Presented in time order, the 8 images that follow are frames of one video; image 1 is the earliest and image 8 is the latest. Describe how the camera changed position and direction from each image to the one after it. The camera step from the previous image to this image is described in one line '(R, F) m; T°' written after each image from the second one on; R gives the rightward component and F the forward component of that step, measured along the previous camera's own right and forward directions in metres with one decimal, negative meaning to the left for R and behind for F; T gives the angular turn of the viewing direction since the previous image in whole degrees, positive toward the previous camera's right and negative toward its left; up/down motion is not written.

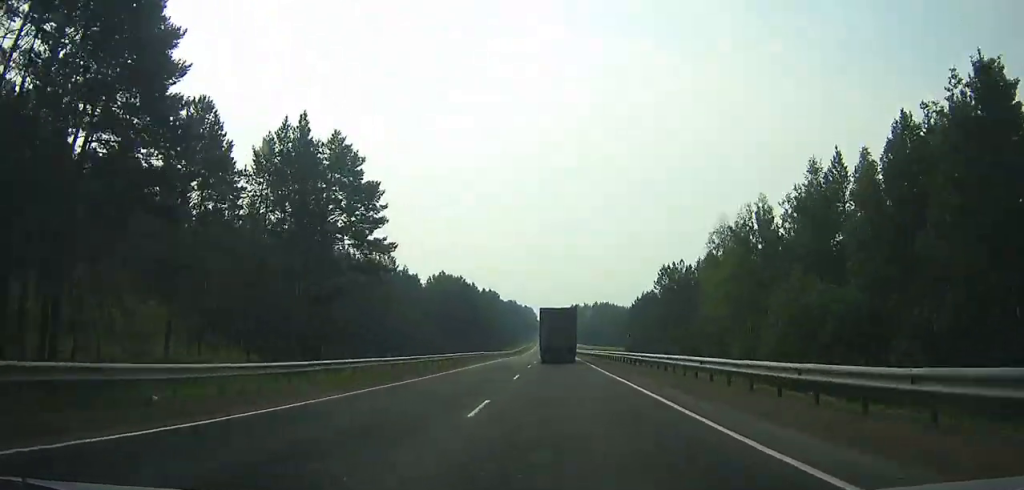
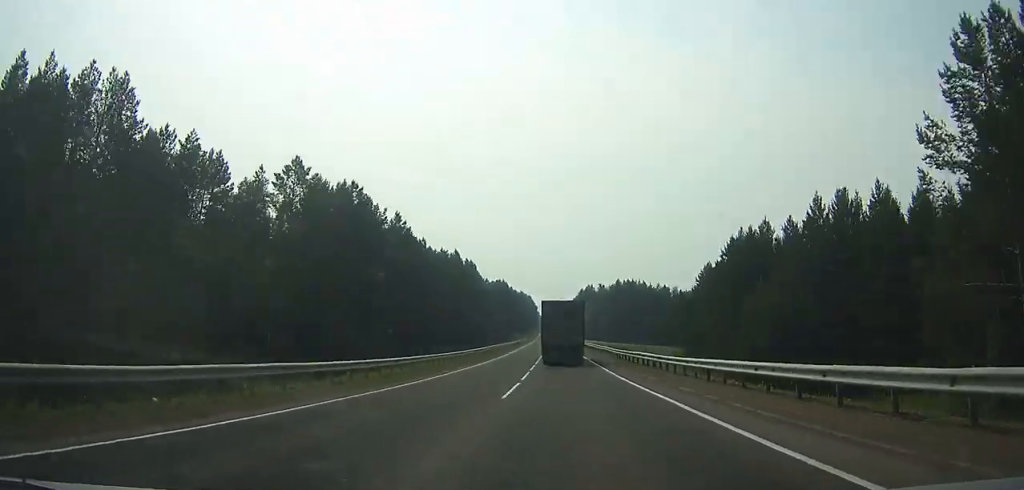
(-0.2, +80.4) m; 0°
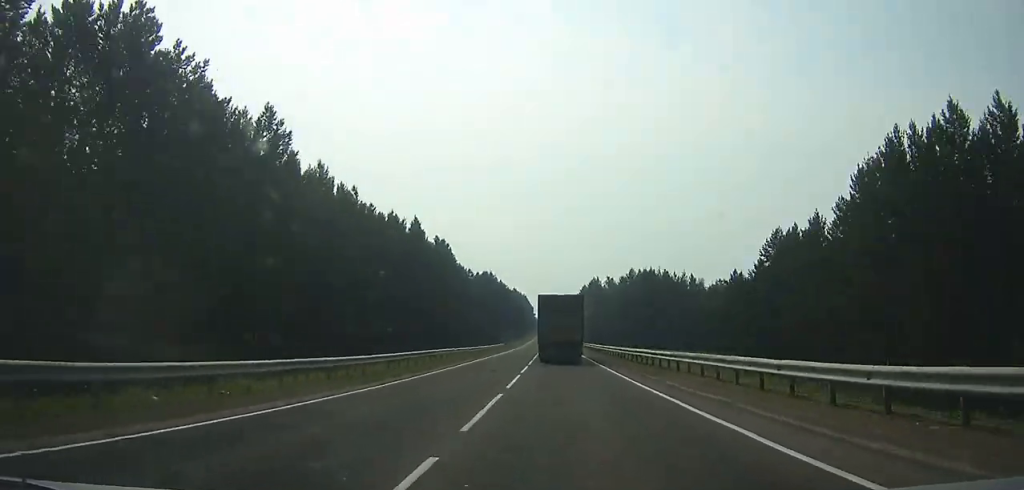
(0.0, +39.1) m; 0°
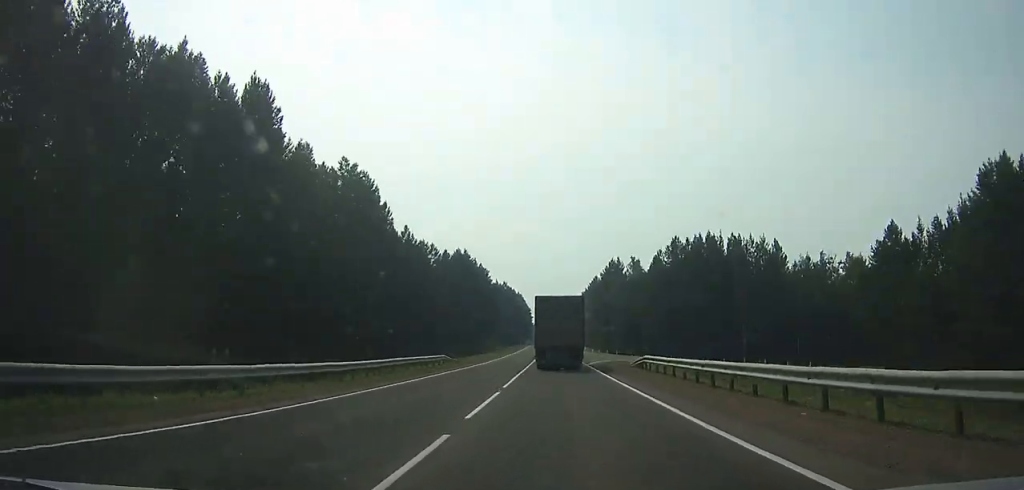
(+0.1, +56.1) m; 0°
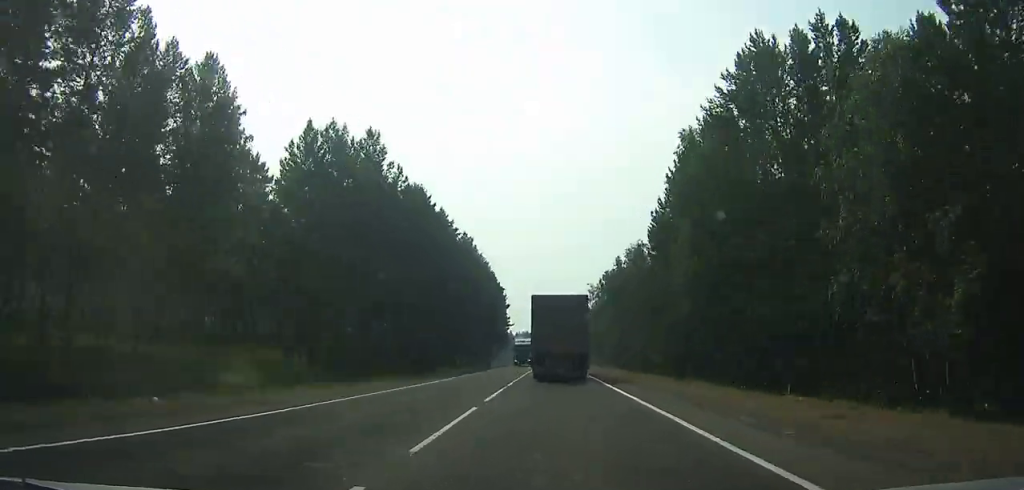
(-0.2, +139.7) m; 0°
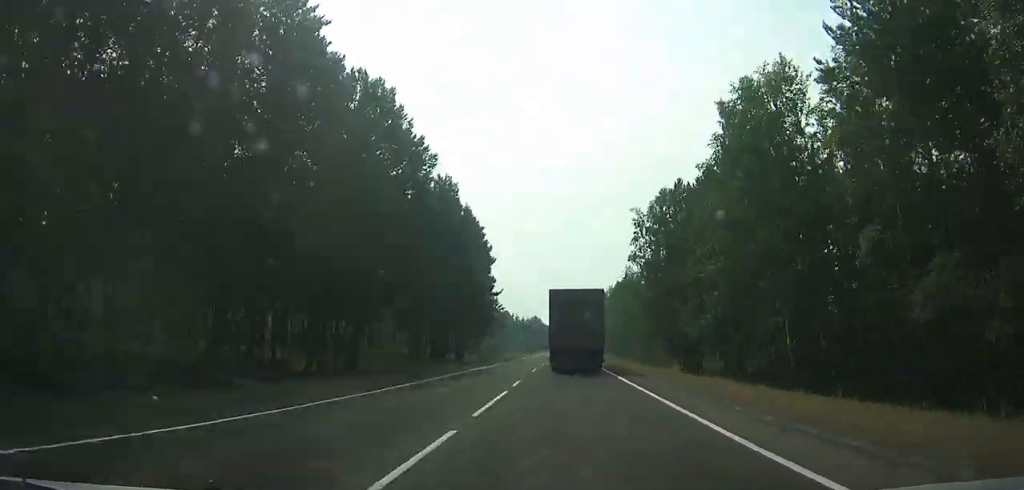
(0.0, +52.0) m; 0°
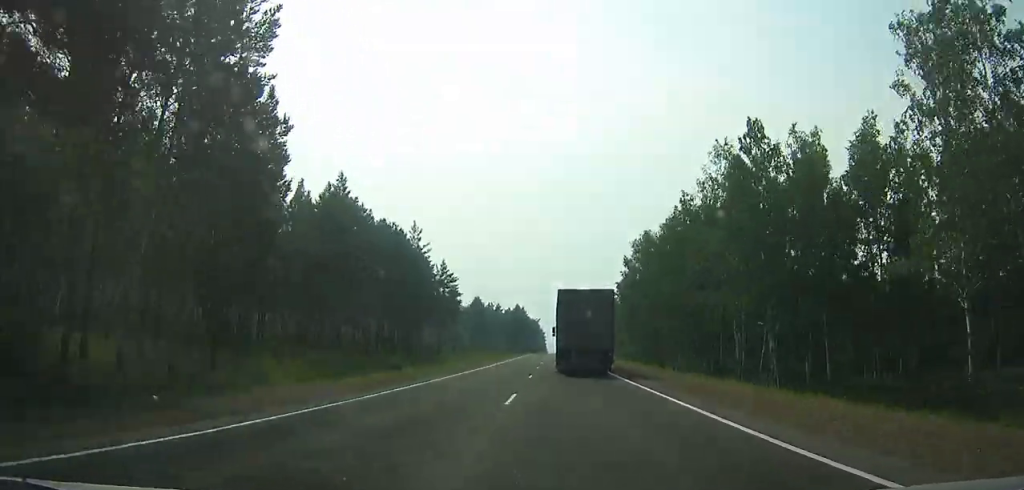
(-0.1, +79.2) m; 0°
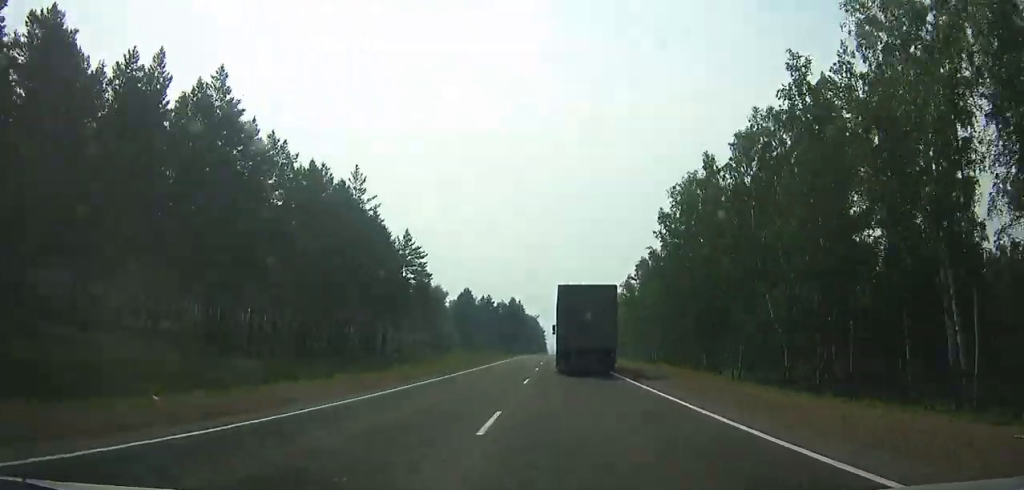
(0.0, +28.4) m; 0°
